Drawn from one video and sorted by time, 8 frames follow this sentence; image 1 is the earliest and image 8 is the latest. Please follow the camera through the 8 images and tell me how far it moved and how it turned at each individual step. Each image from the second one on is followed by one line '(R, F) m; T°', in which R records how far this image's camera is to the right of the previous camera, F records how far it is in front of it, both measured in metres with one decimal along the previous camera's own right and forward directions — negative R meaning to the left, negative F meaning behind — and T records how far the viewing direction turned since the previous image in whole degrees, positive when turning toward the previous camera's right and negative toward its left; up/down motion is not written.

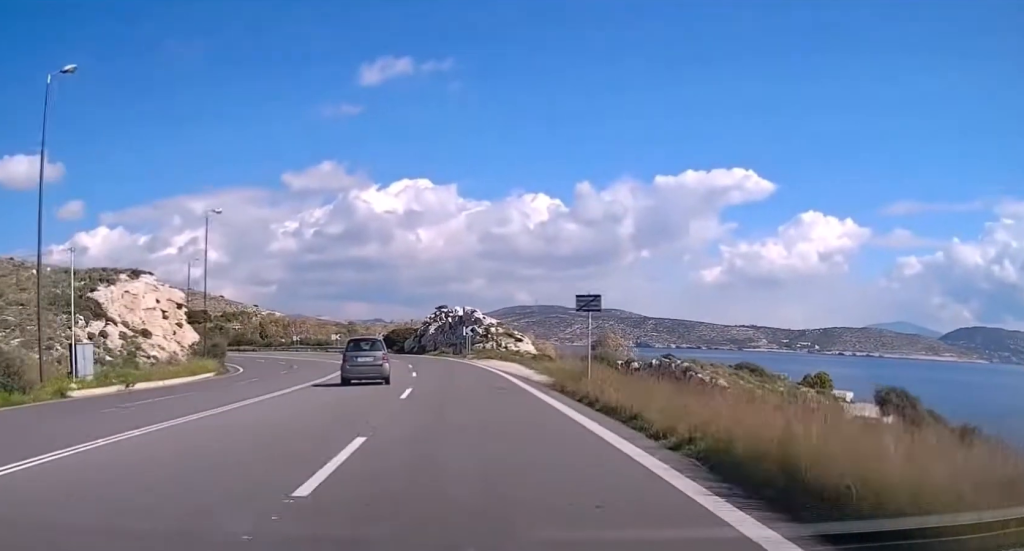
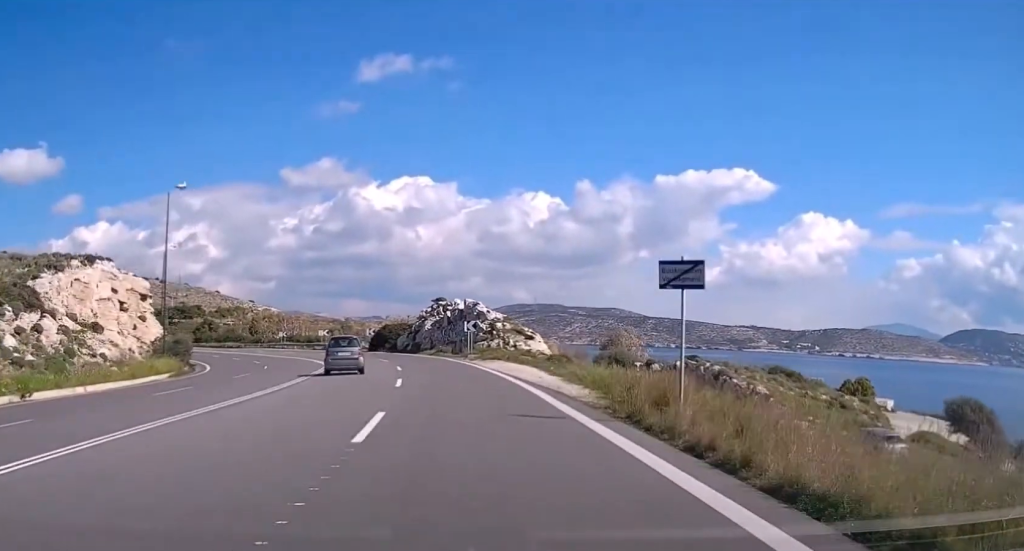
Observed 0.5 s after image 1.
(+0.1, +8.5) m; 0°
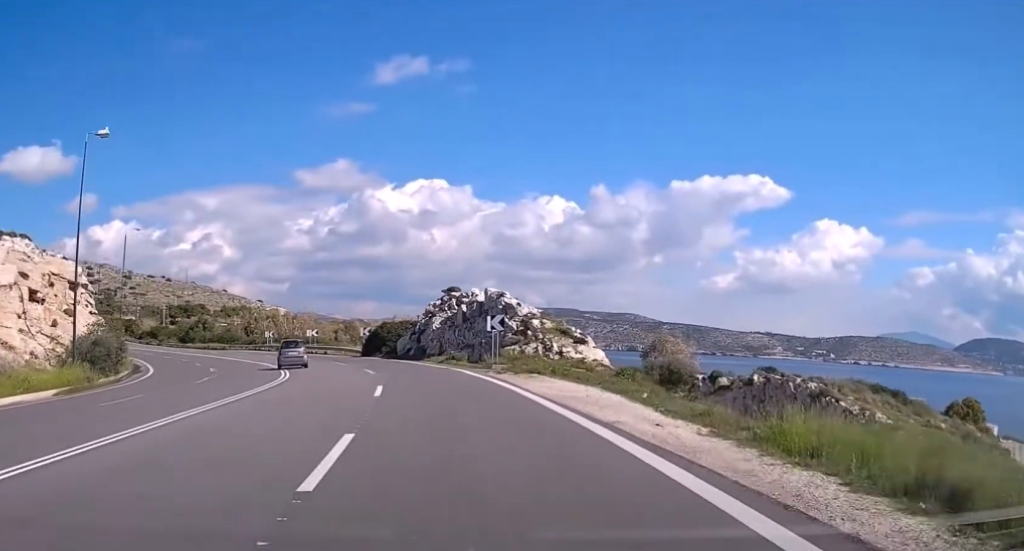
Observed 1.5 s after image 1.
(-0.2, +15.3) m; -3°
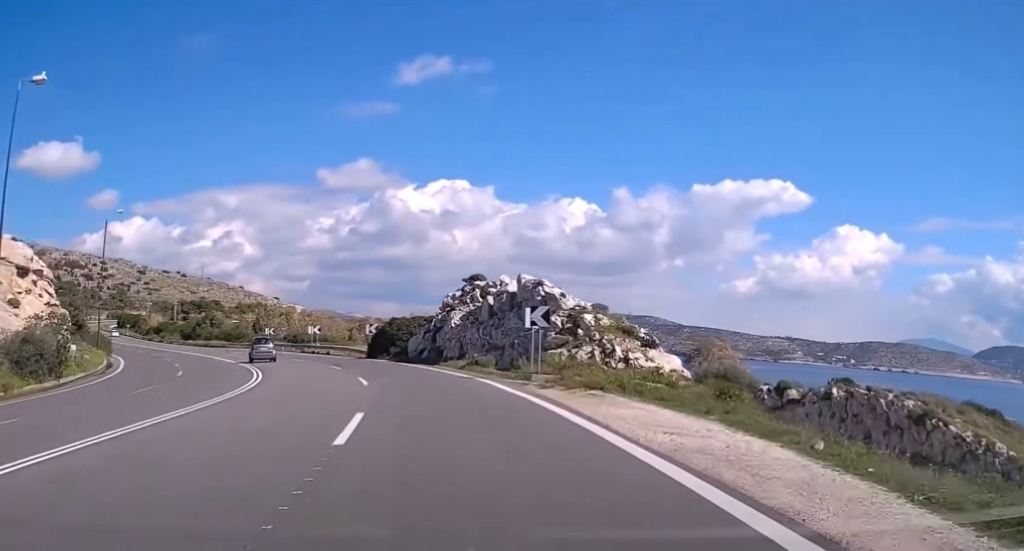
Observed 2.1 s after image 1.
(-0.3, +8.9) m; -2°
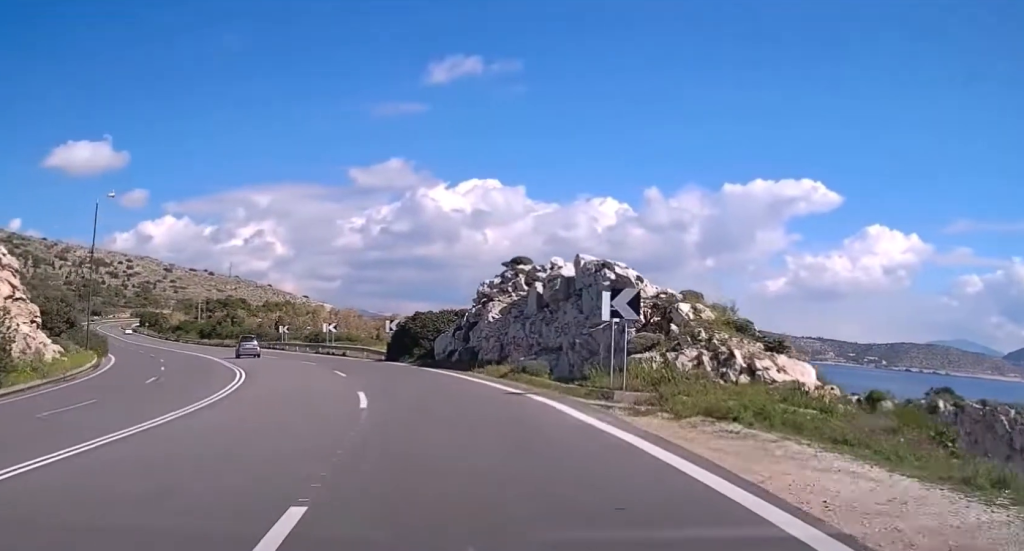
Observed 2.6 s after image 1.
(-0.1, +7.8) m; -2°
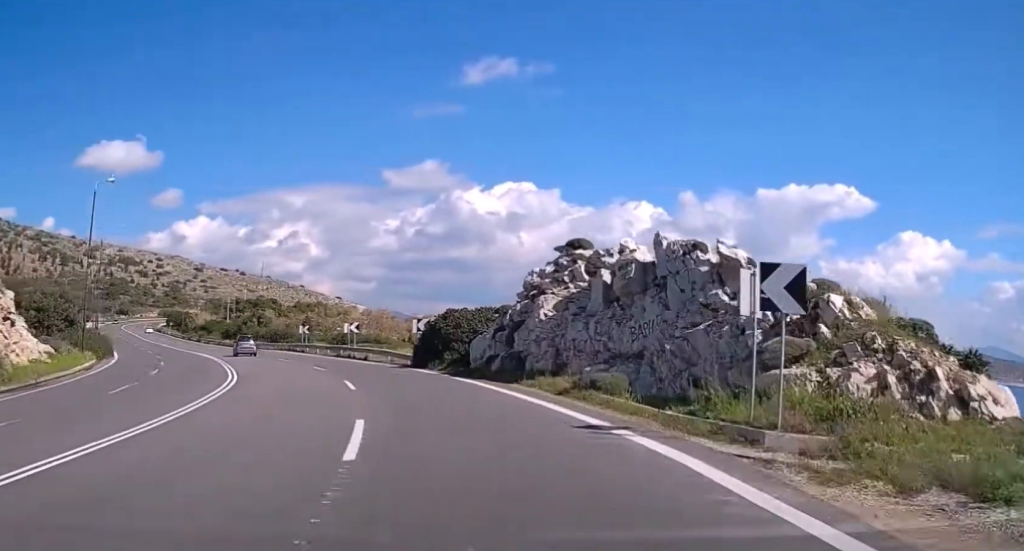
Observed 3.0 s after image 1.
(-0.2, +6.3) m; -3°
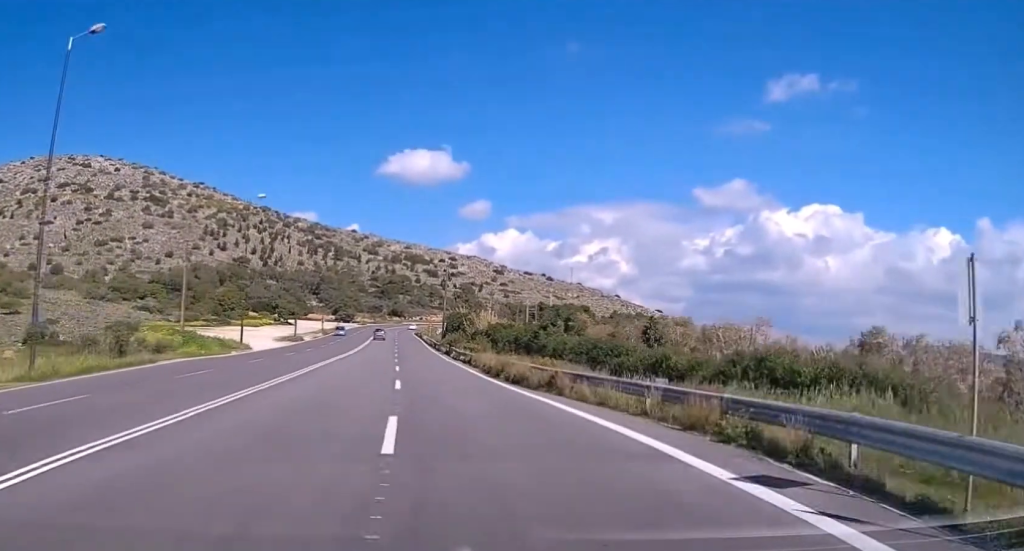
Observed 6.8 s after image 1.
(-13.3, +58.7) m; -22°
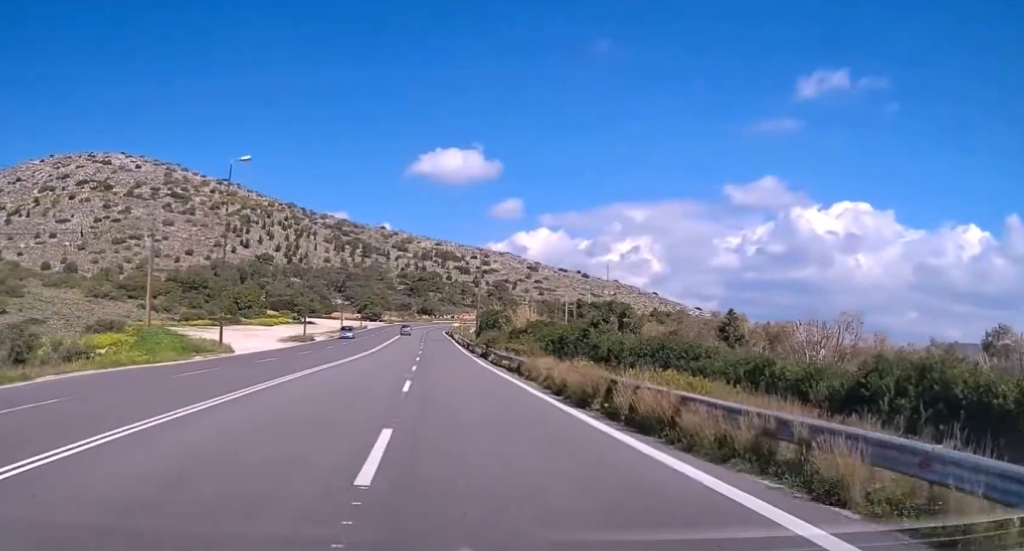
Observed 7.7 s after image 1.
(-0.4, +13.4) m; -2°
